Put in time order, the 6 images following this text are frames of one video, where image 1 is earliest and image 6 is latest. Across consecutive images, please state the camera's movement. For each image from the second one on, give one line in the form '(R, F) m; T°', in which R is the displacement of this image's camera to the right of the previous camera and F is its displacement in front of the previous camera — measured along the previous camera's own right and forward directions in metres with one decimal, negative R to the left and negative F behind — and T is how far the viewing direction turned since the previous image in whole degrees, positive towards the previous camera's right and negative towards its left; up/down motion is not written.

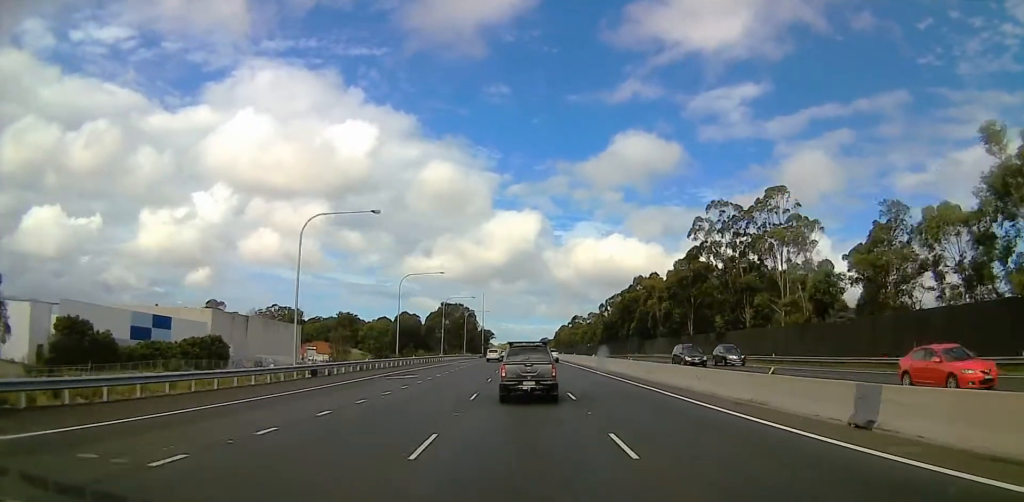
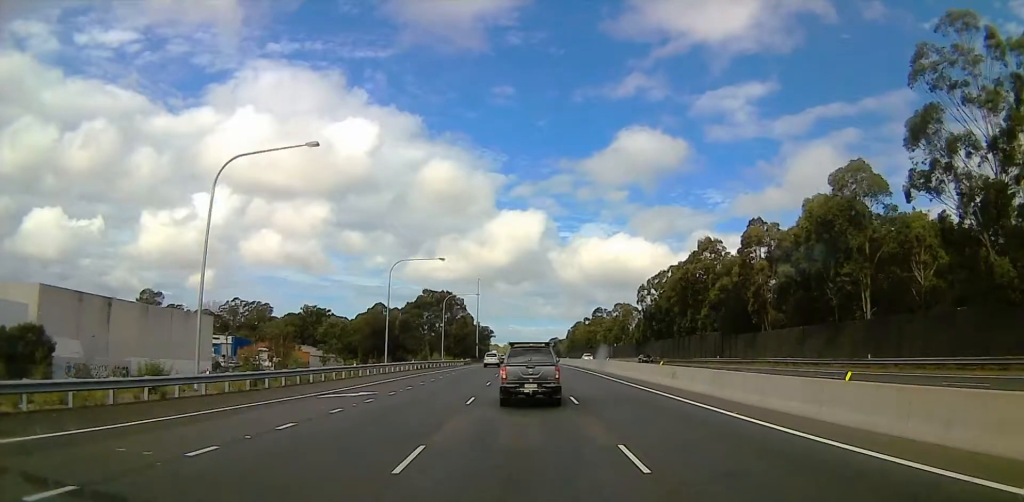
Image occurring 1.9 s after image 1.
(+0.1, +48.8) m; 0°
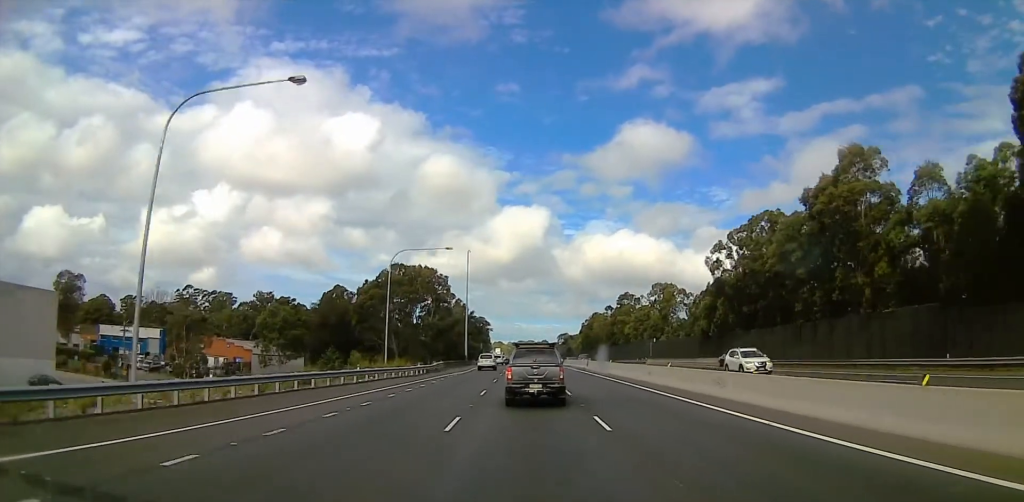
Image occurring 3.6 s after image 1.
(-0.6, +41.4) m; -2°
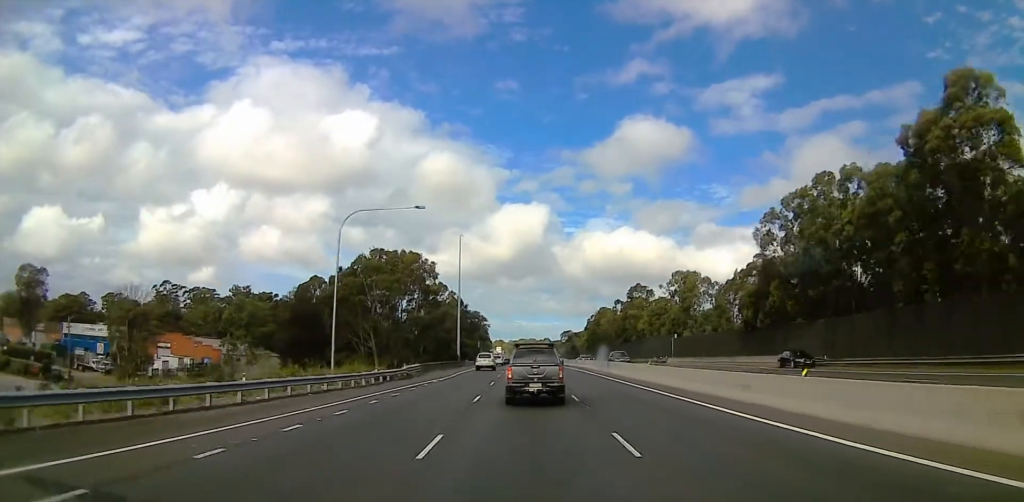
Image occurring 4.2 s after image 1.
(-0.2, +16.6) m; 0°
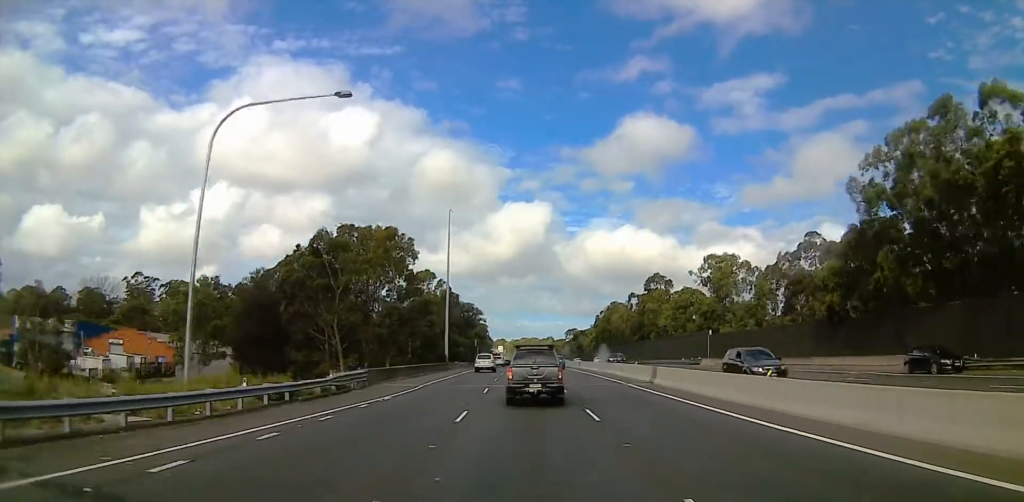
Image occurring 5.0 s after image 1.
(0.0, +18.4) m; +1°
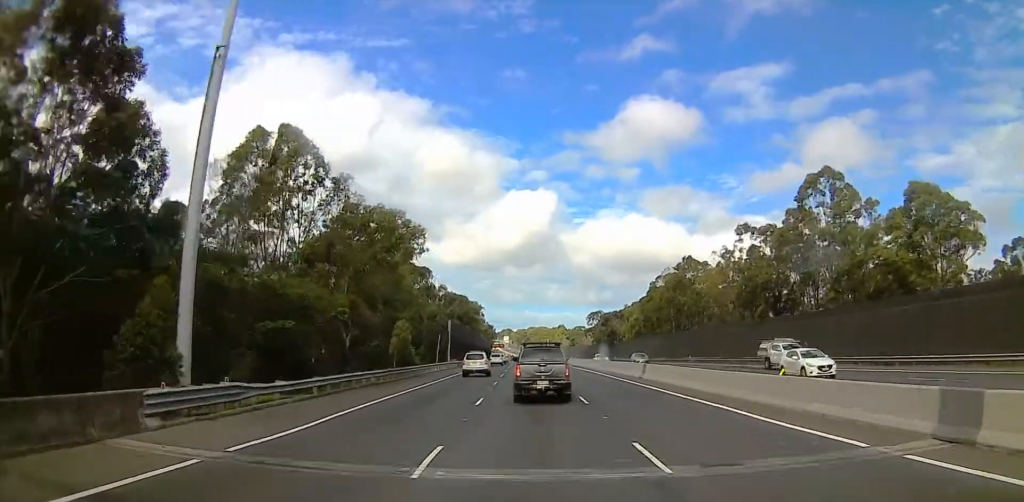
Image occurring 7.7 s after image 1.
(+1.6, +67.8) m; 0°
